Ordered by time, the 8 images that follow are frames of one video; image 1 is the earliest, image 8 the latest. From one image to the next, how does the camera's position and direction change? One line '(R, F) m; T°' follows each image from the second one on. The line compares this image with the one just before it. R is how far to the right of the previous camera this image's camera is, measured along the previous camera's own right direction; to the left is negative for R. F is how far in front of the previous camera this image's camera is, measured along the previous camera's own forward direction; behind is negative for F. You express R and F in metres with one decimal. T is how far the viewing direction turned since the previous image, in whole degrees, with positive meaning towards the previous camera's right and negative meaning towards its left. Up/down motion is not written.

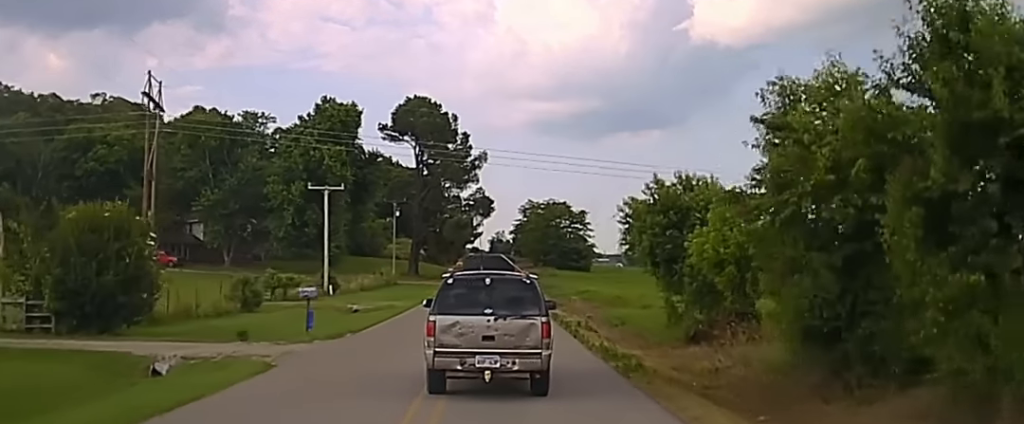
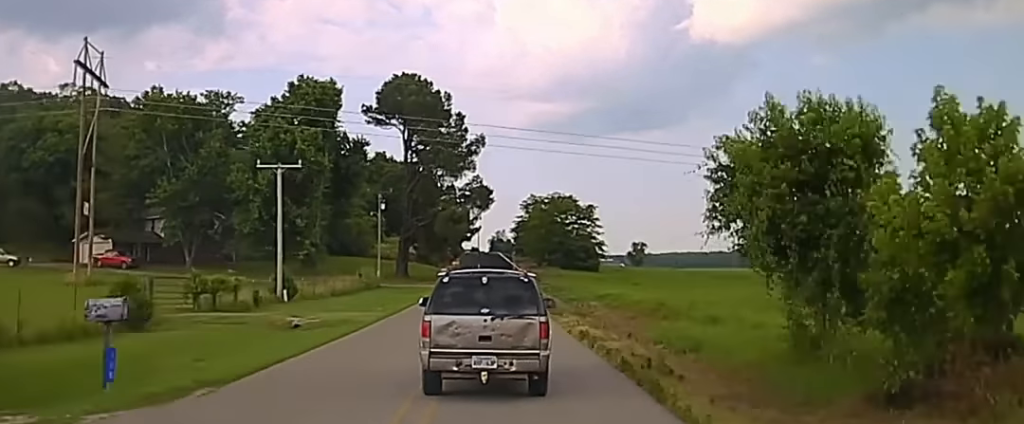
(0.0, +14.0) m; 0°
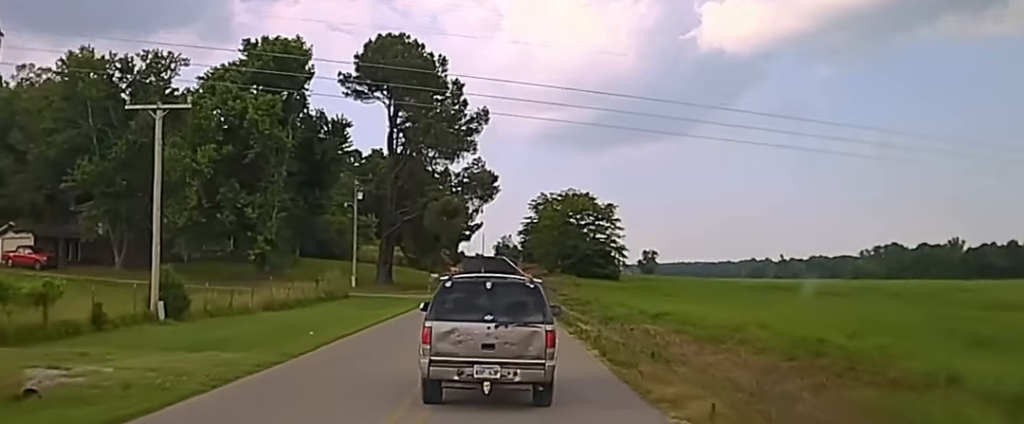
(-0.1, +21.5) m; 0°
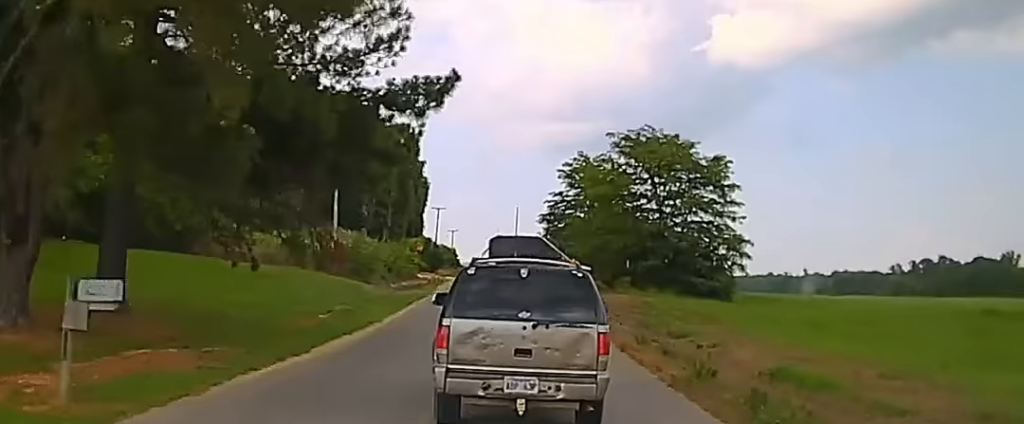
(-0.2, +64.0) m; 0°
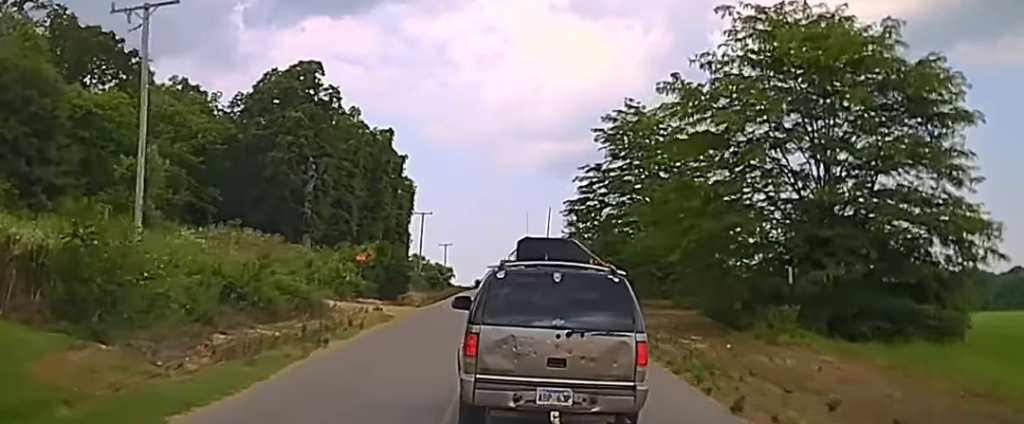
(0.0, +39.4) m; 0°
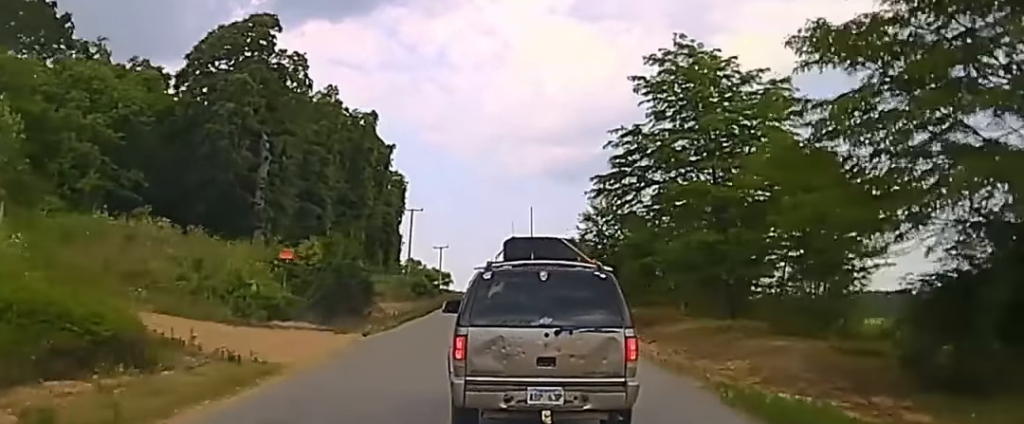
(0.0, +16.1) m; 0°
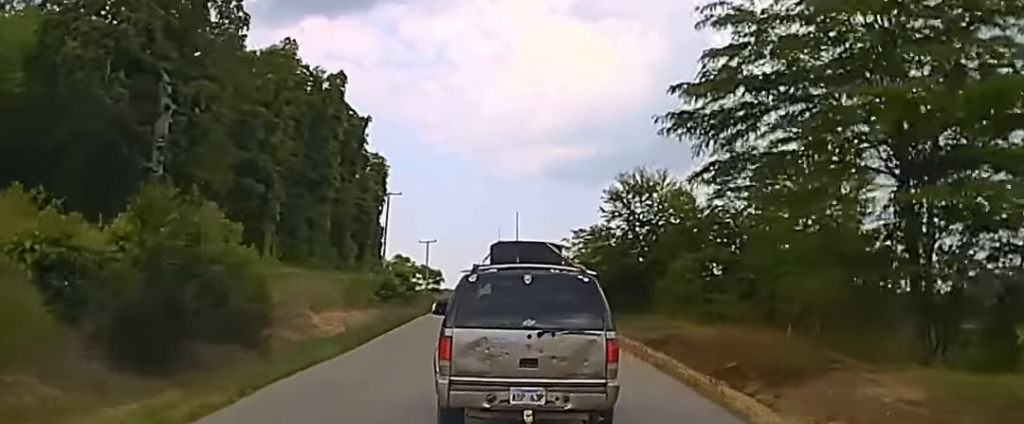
(+0.1, +20.9) m; 0°
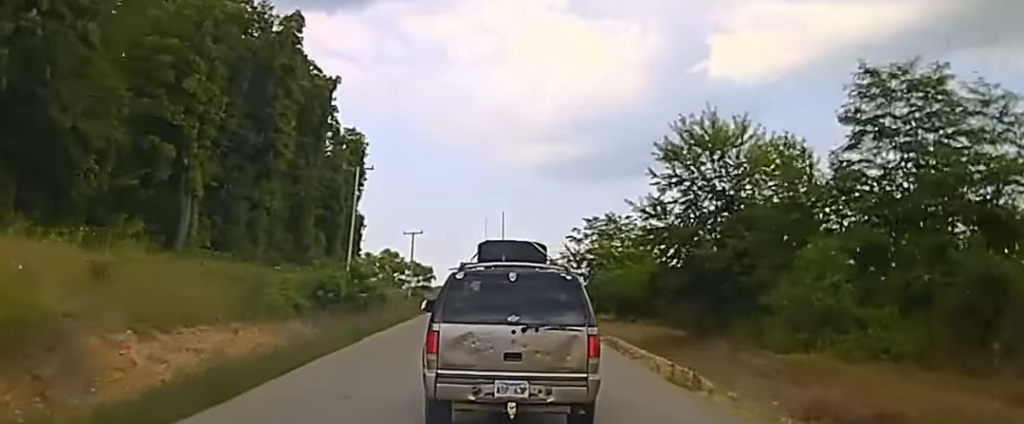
(-0.1, +20.2) m; 0°
